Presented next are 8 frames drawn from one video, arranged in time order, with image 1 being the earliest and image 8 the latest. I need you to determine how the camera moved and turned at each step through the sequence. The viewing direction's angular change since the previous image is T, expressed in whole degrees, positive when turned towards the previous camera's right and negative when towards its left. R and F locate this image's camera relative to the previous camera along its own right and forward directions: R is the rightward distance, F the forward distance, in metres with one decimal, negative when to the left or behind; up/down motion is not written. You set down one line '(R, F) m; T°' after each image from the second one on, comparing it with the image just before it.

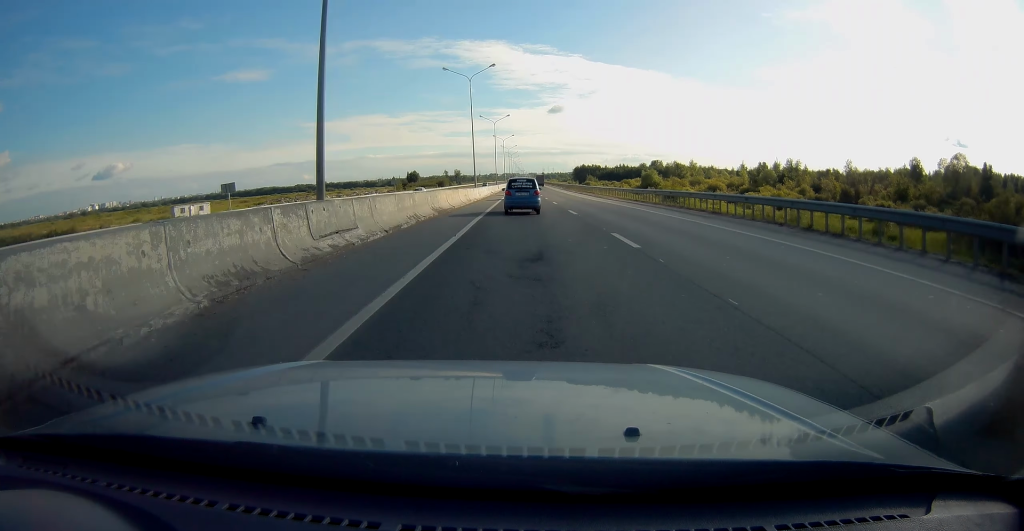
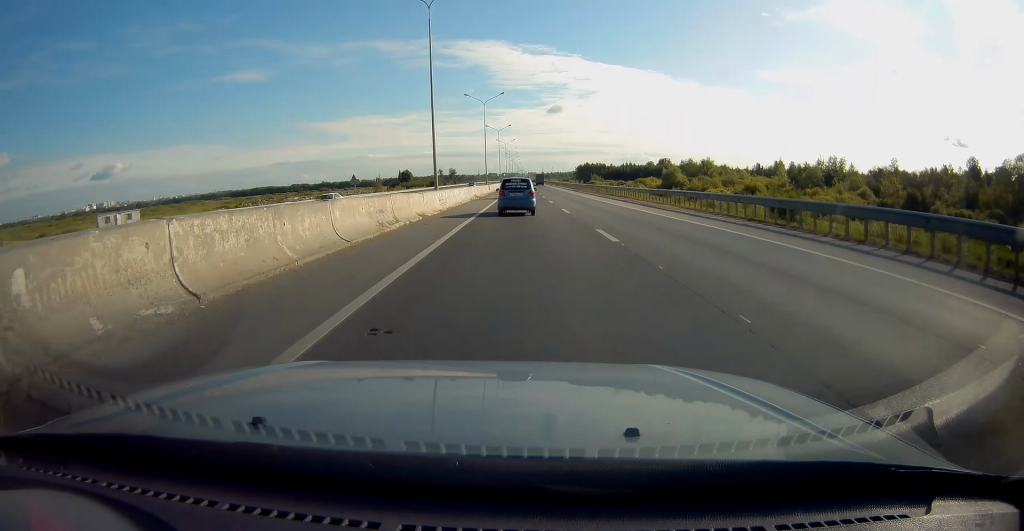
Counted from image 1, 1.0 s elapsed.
(0.0, +24.9) m; 0°
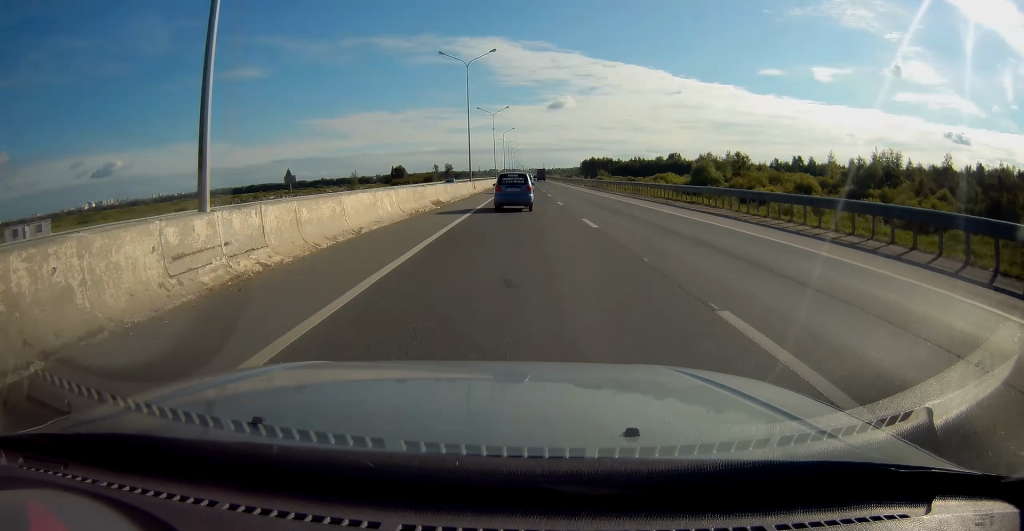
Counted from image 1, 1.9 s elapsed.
(0.0, +22.9) m; 0°
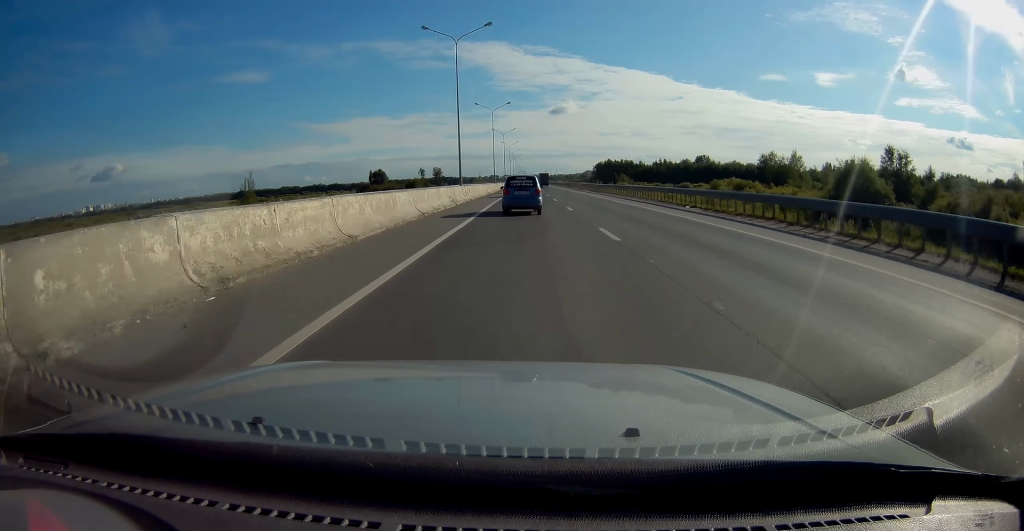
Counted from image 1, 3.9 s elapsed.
(0.0, +53.1) m; 0°
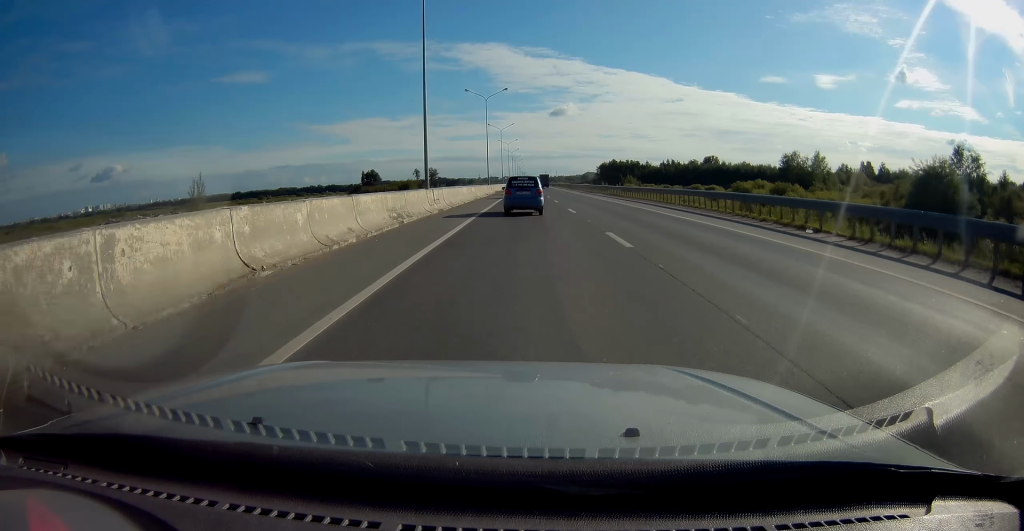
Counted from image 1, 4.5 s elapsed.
(0.0, +13.6) m; 0°
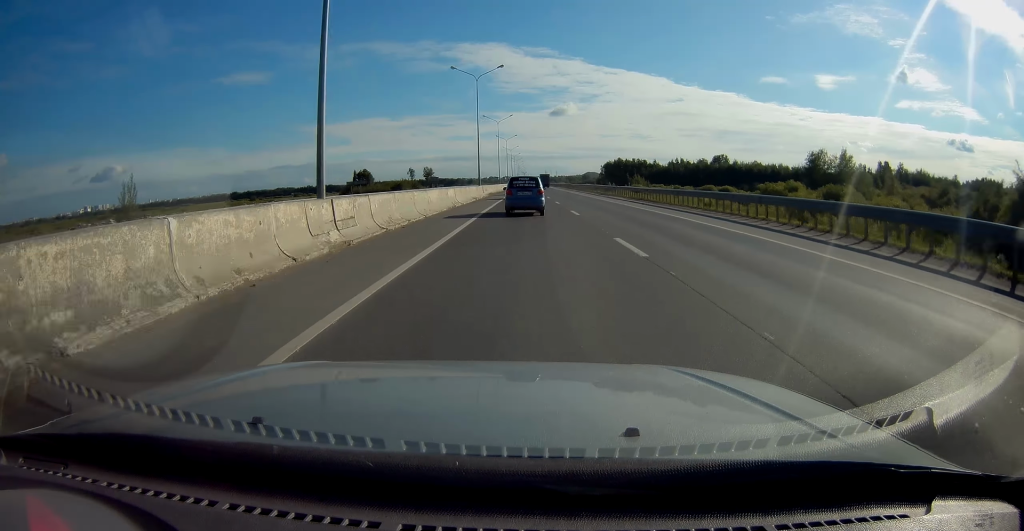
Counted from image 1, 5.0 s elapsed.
(+0.1, +13.6) m; 0°
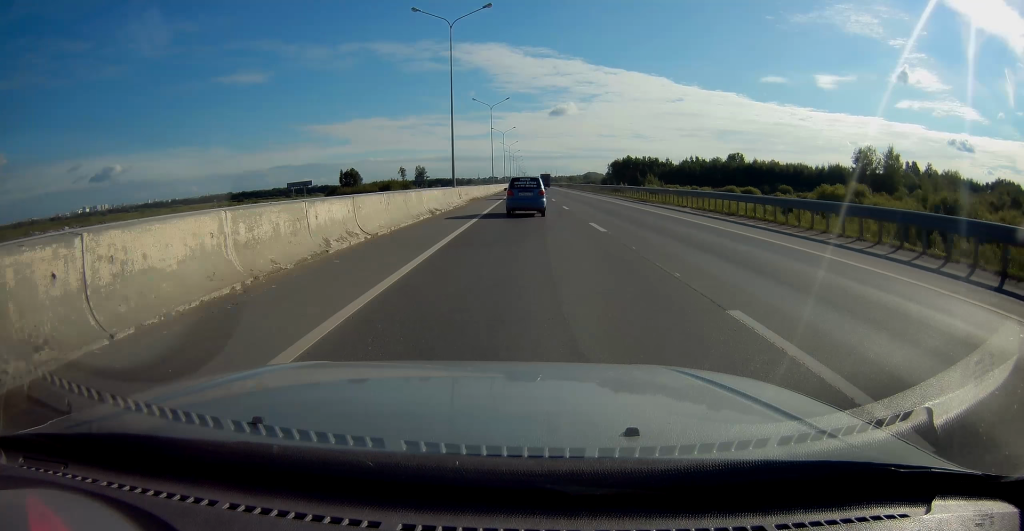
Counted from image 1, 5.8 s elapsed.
(-0.1, +19.2) m; 0°
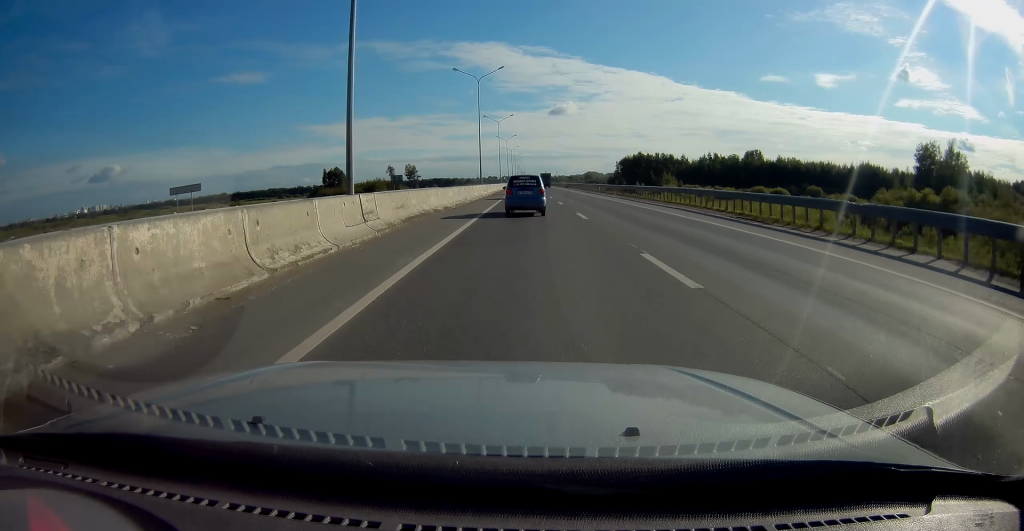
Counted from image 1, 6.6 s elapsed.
(0.0, +19.7) m; 0°
